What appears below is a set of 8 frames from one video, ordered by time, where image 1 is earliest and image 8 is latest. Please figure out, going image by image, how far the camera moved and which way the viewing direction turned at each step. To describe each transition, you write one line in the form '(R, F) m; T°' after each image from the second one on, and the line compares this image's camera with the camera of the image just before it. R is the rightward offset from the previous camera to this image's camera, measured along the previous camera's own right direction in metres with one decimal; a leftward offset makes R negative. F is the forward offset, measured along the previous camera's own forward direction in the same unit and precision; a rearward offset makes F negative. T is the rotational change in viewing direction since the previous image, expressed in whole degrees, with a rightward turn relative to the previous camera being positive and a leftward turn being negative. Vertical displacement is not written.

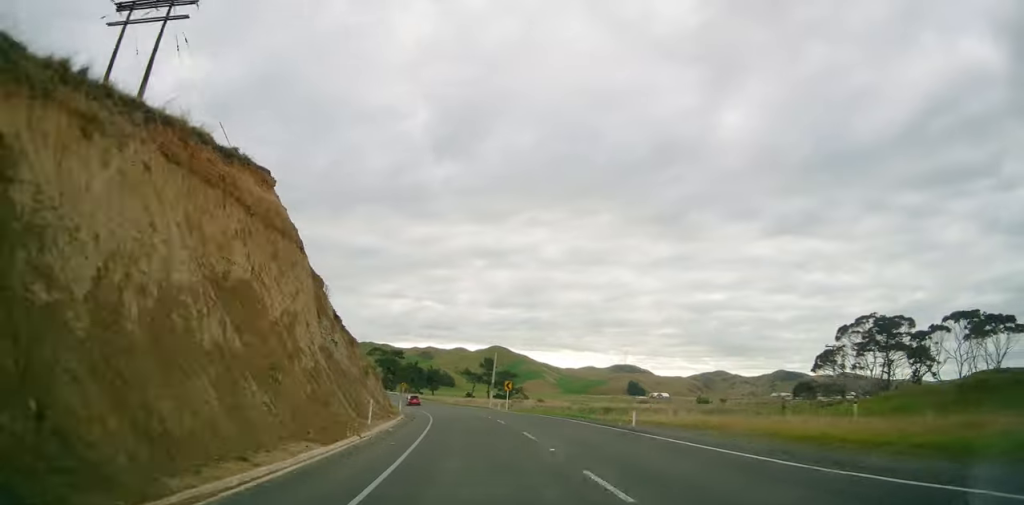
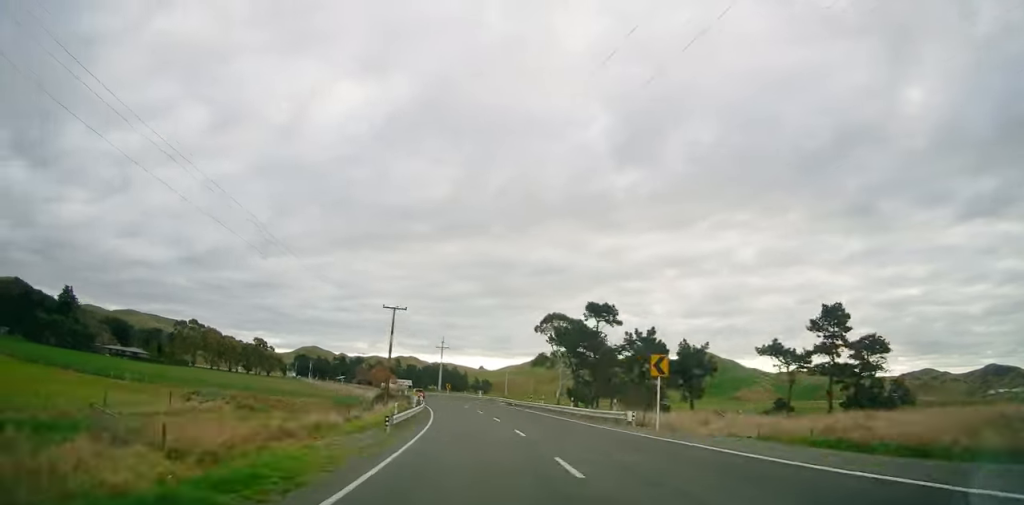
(-16.9, +106.7) m; -20°
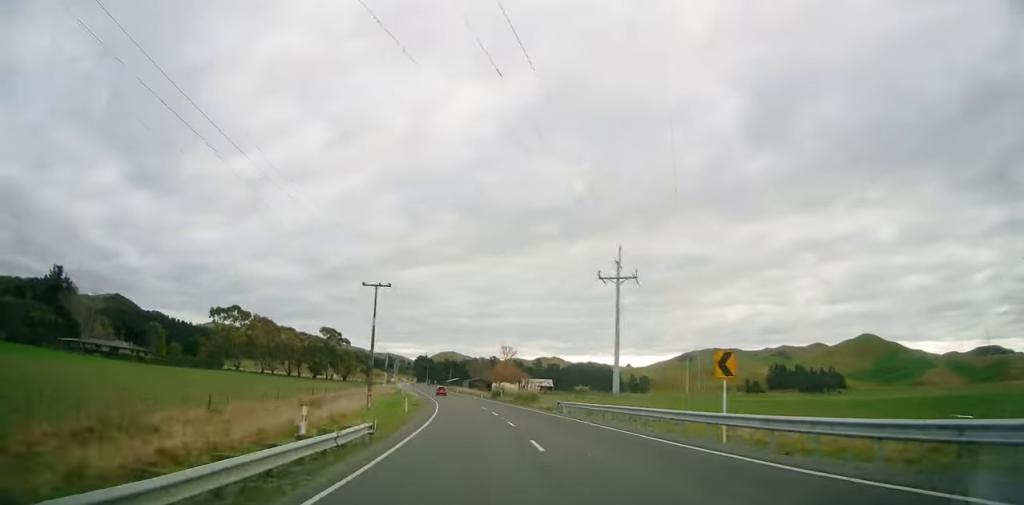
(-12.0, +83.9) m; -12°
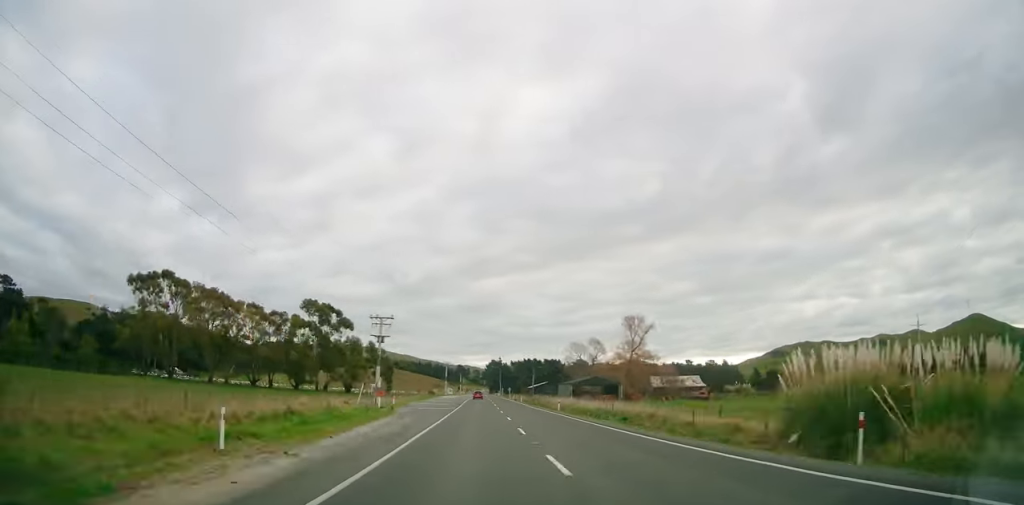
(-6.8, +82.3) m; -5°
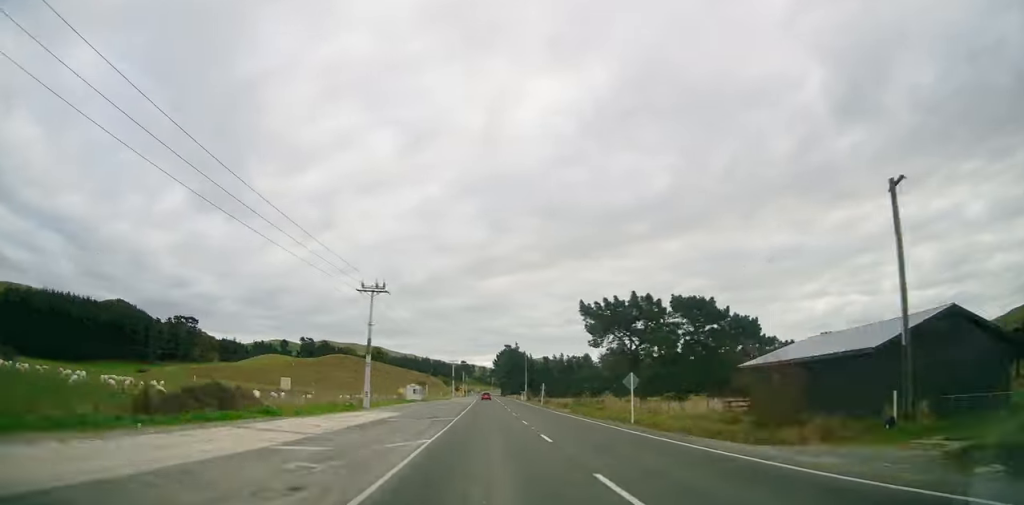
(-2.3, +111.6) m; -1°
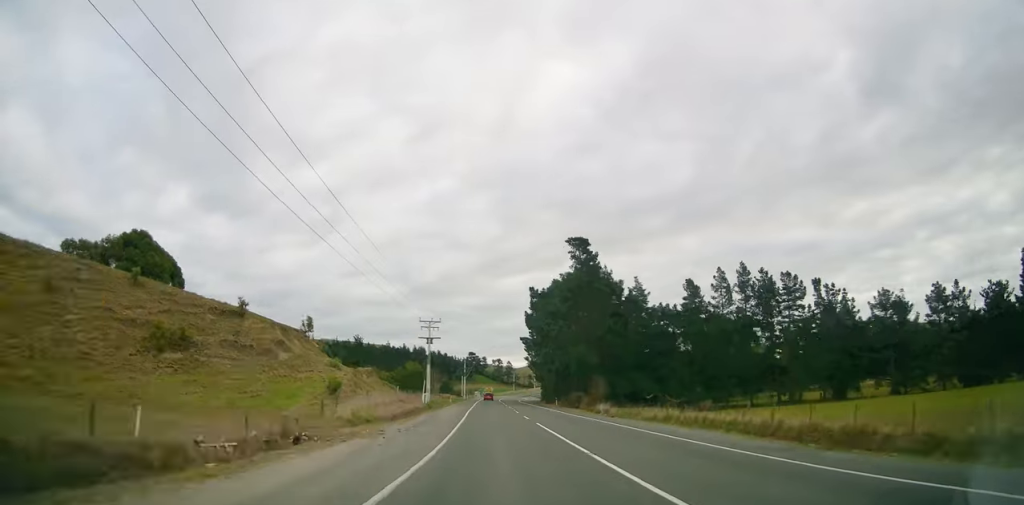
(-1.0, +162.4) m; 0°
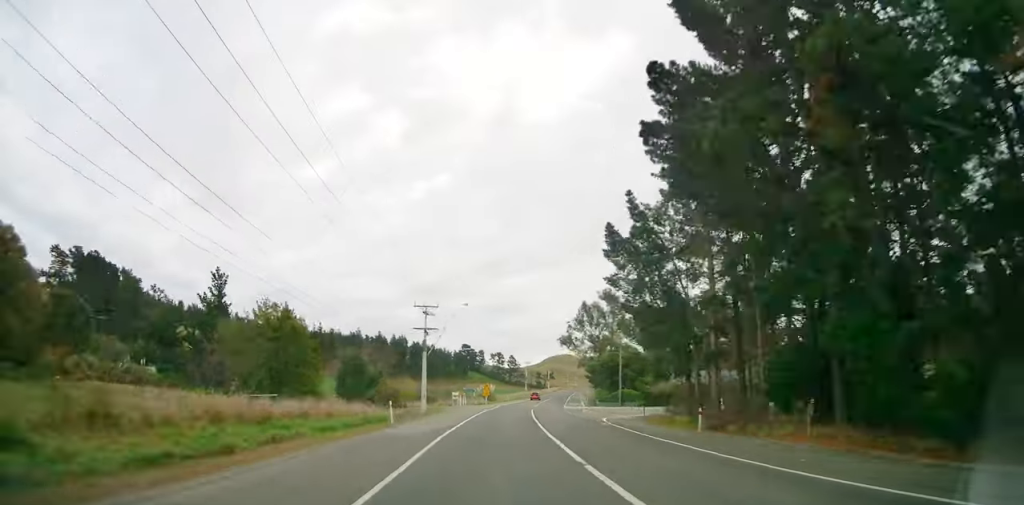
(+1.4, +92.2) m; +3°
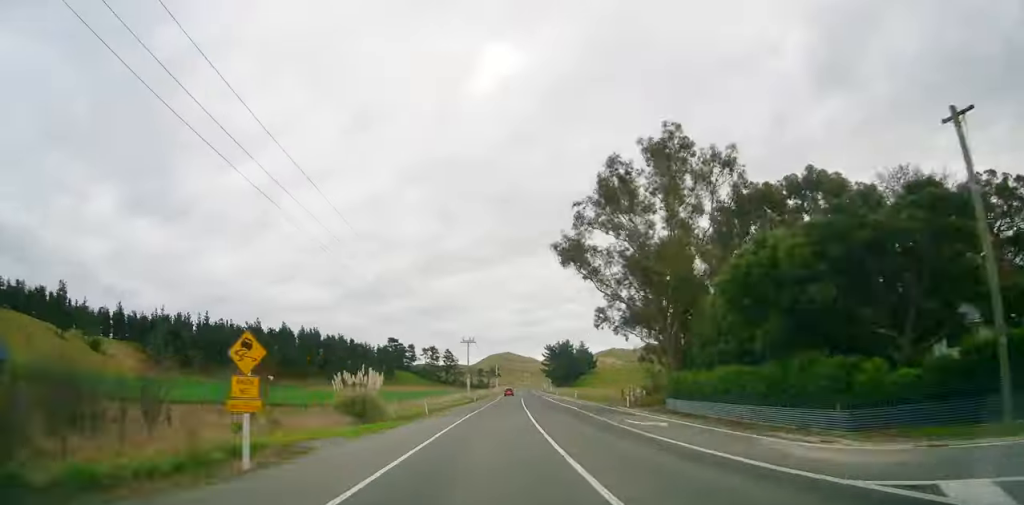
(+1.2, +63.5) m; +3°
